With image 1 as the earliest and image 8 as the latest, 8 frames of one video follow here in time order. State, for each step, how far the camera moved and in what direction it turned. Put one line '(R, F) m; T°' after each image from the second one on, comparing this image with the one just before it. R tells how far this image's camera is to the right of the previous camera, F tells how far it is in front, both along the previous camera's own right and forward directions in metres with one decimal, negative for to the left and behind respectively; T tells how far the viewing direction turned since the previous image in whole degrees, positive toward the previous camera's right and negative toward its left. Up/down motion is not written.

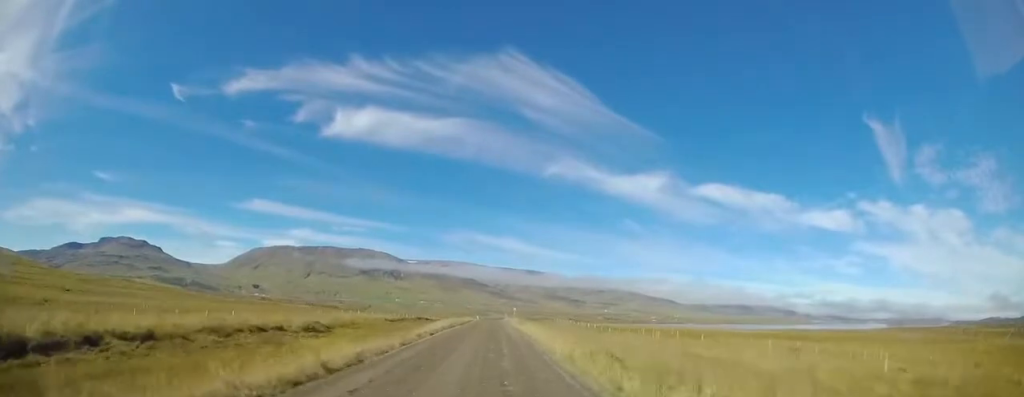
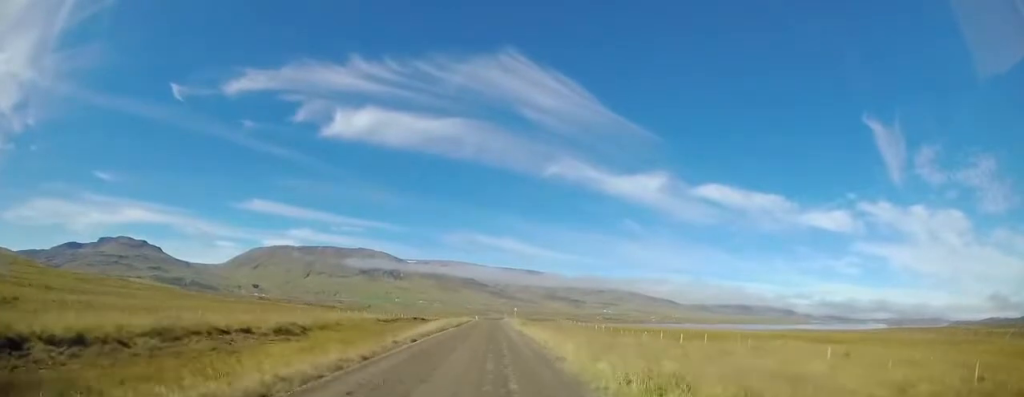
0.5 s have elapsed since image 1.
(+0.1, +5.1) m; 0°
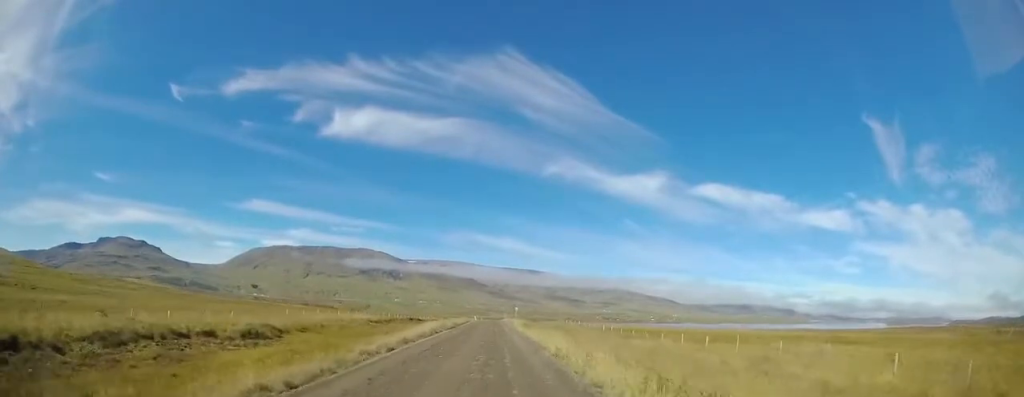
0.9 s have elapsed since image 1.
(+0.2, +4.4) m; 0°
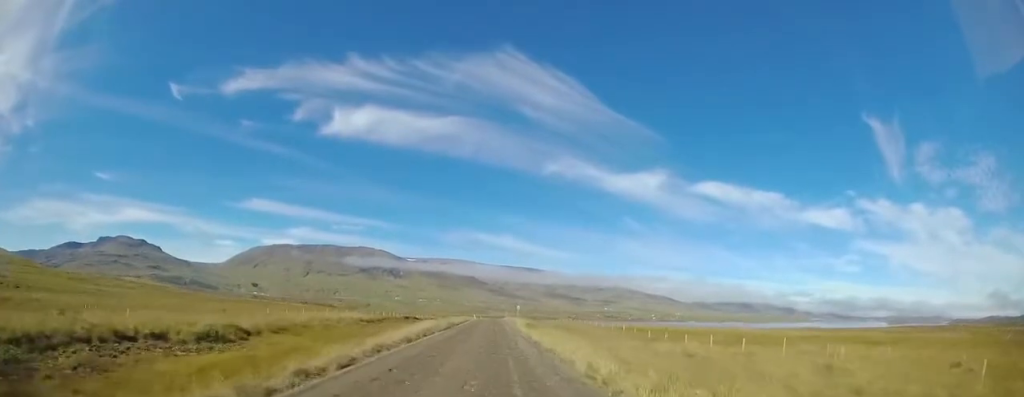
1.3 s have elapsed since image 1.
(+0.1, +4.8) m; +1°
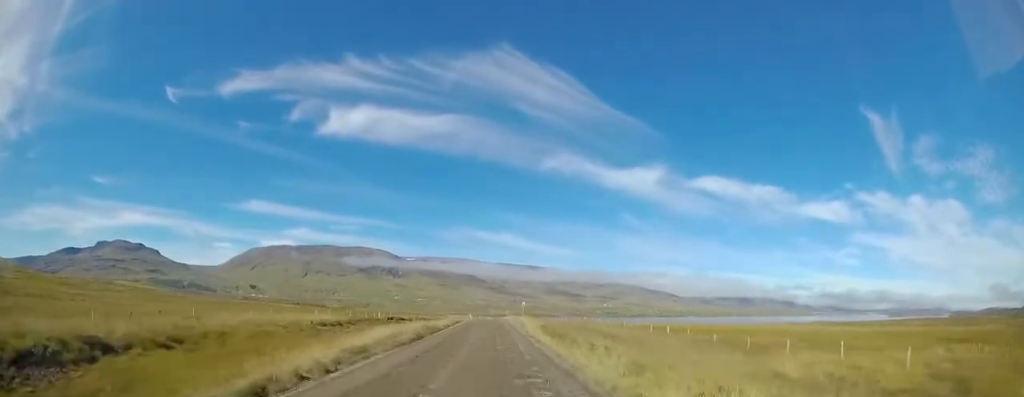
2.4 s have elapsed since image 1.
(-0.1, +12.9) m; +2°
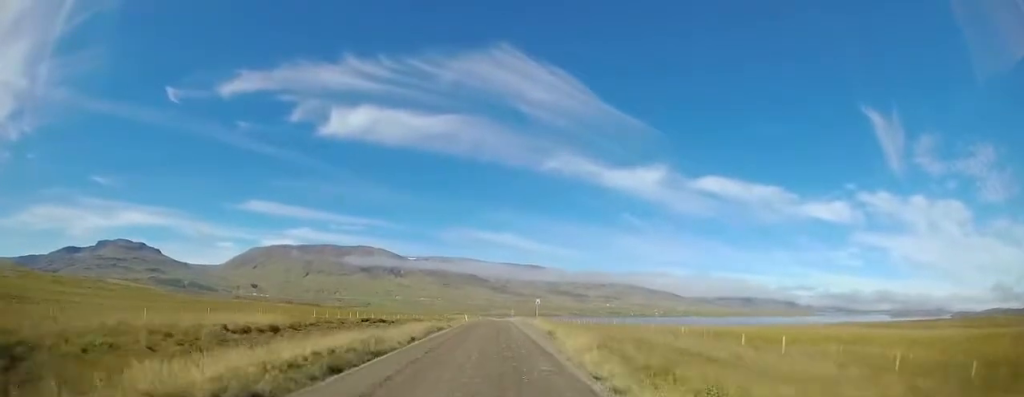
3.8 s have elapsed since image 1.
(+0.1, +15.6) m; -2°
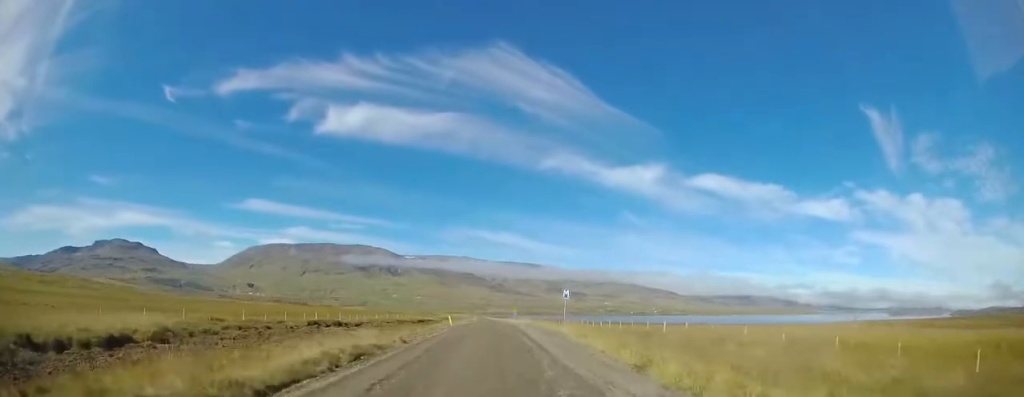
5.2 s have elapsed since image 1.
(-0.1, +16.5) m; -1°
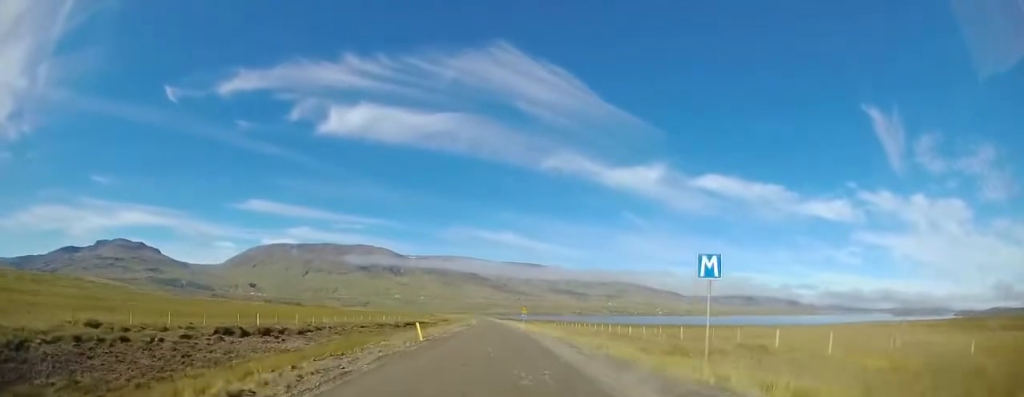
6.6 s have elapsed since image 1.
(-0.2, +15.8) m; 0°
